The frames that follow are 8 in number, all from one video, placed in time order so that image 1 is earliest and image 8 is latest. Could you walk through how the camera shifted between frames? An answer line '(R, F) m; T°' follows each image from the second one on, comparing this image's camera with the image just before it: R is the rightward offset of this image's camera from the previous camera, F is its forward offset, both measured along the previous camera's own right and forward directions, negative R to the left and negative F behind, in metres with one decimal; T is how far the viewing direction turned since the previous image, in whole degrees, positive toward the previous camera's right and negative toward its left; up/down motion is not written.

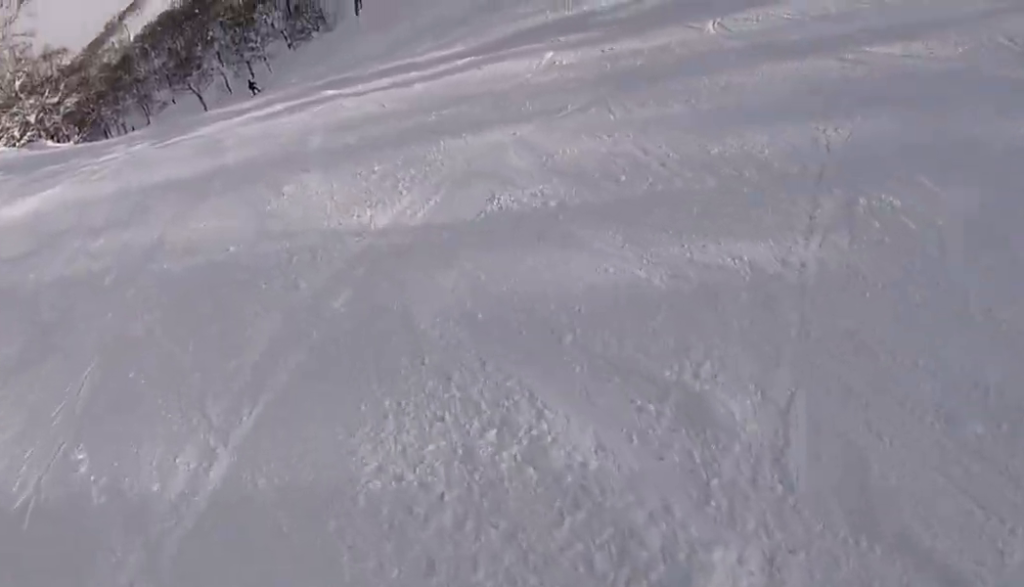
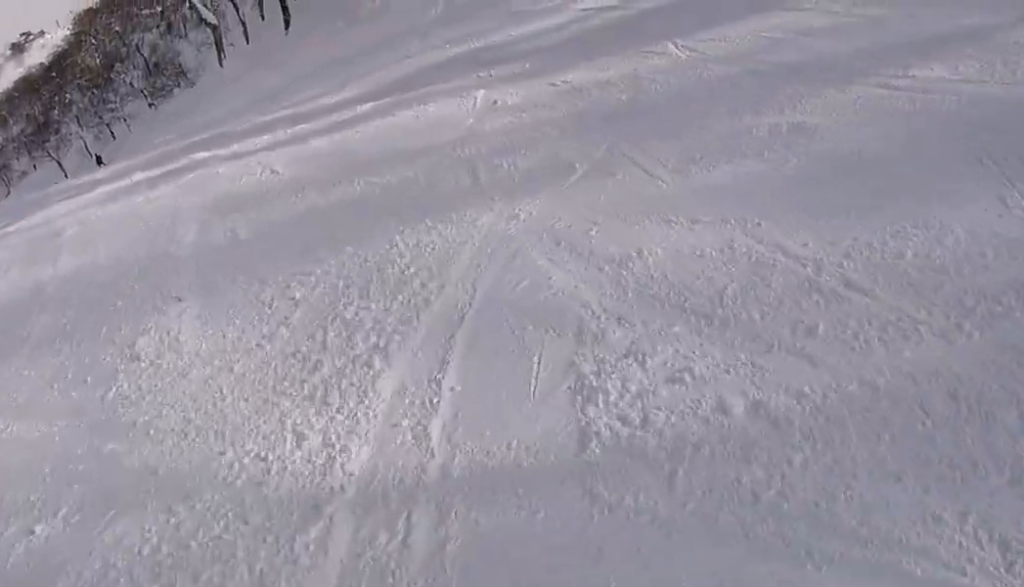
(+0.6, +3.1) m; +14°
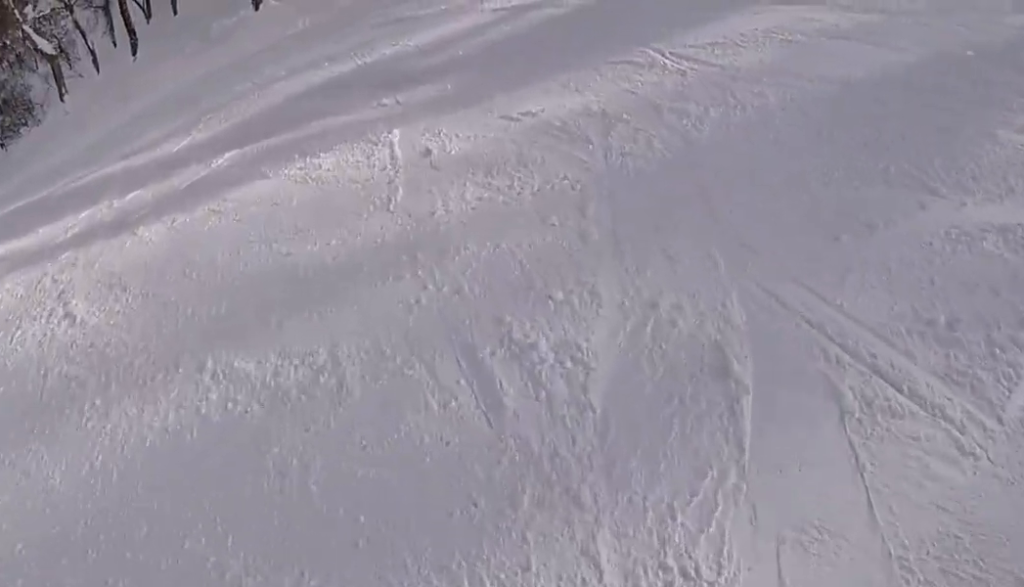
(+0.4, +3.3) m; +17°
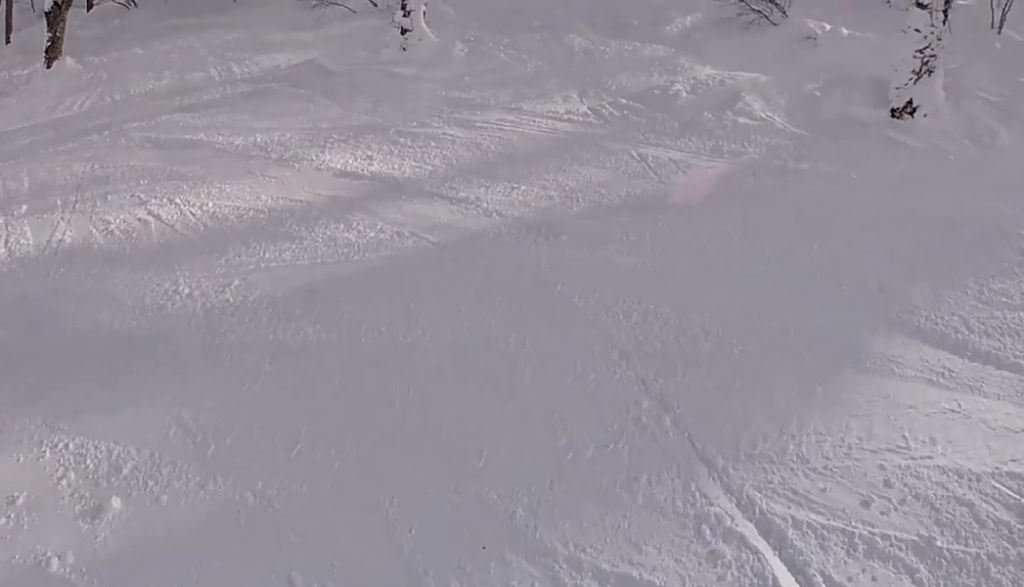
(+1.5, +5.4) m; +26°
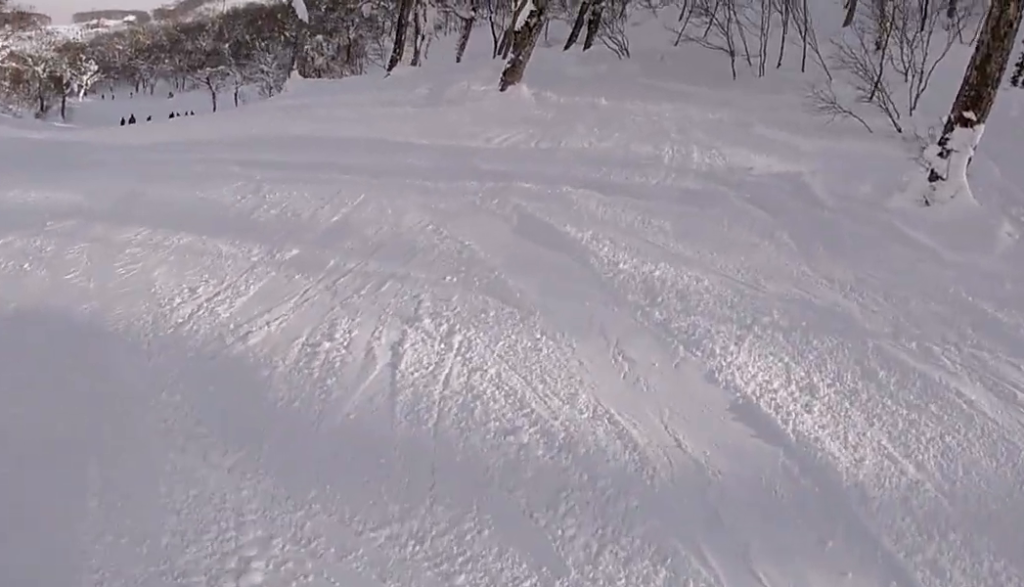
(+1.0, +3.1) m; +5°
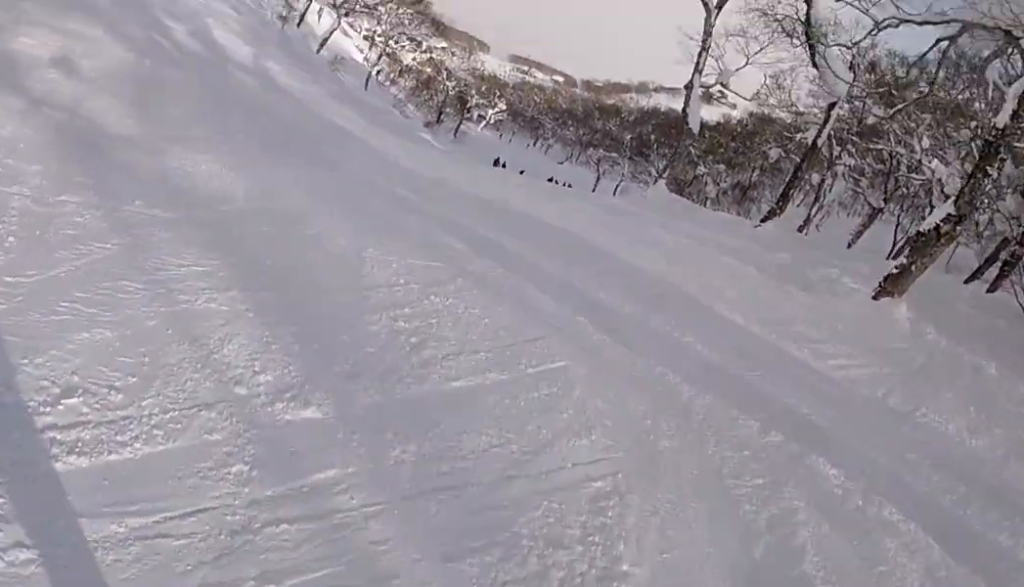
(-0.7, +3.2) m; -18°
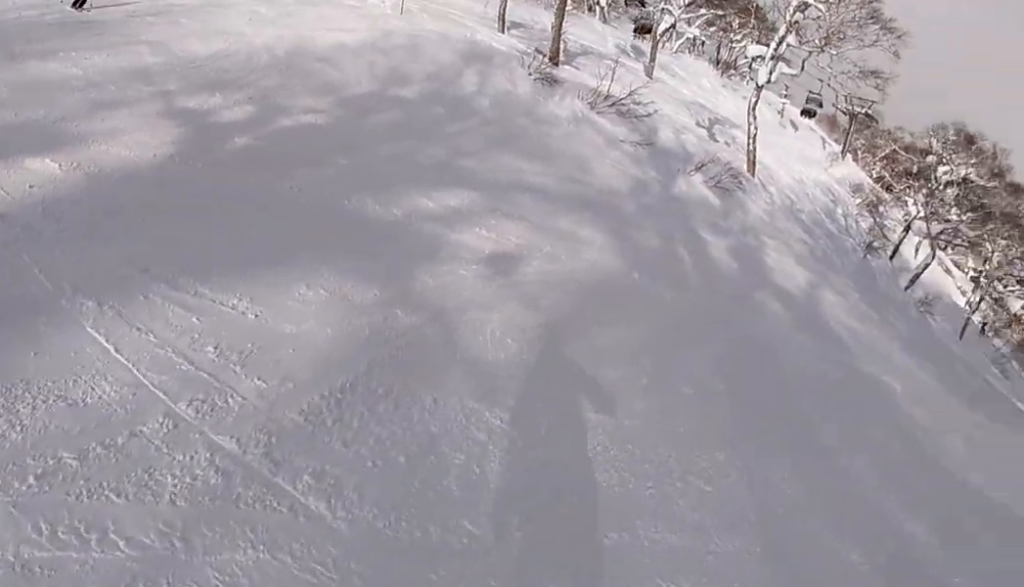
(-0.9, +4.3) m; -36°
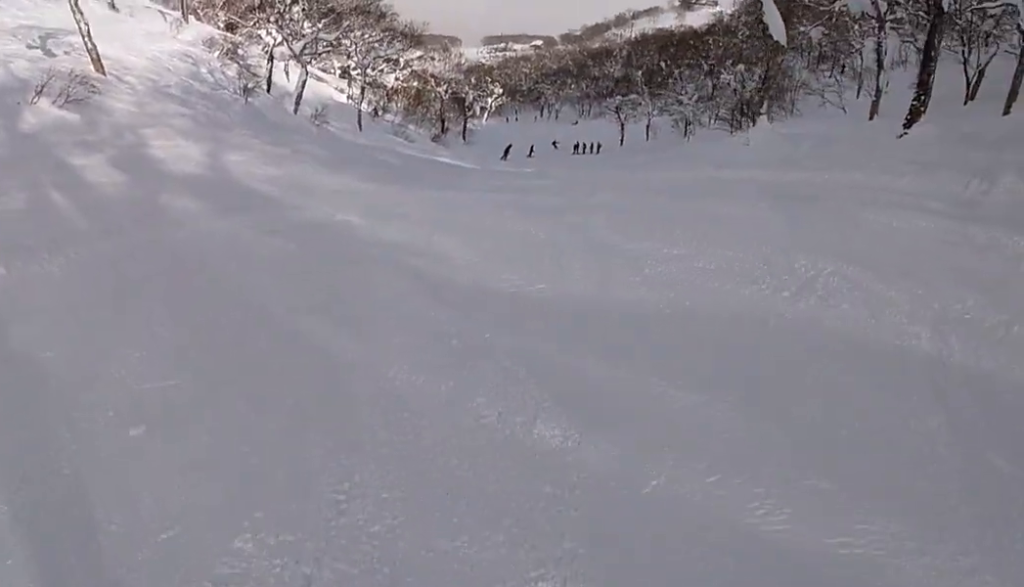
(-0.6, +2.7) m; -22°
